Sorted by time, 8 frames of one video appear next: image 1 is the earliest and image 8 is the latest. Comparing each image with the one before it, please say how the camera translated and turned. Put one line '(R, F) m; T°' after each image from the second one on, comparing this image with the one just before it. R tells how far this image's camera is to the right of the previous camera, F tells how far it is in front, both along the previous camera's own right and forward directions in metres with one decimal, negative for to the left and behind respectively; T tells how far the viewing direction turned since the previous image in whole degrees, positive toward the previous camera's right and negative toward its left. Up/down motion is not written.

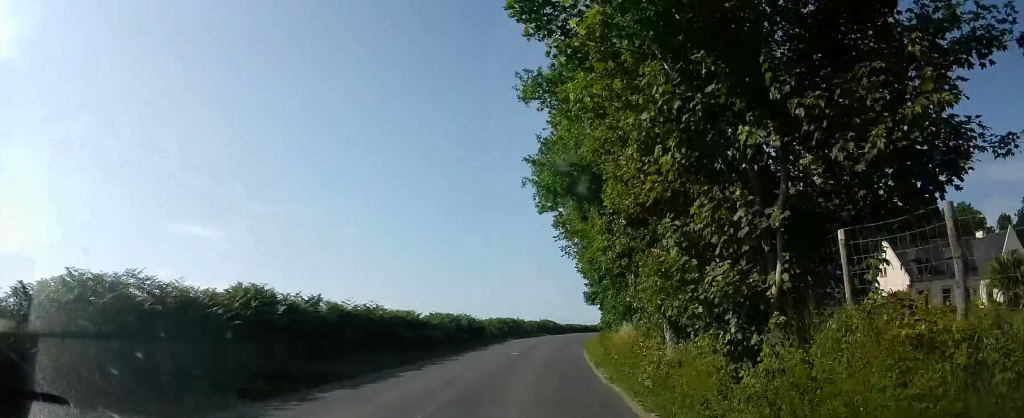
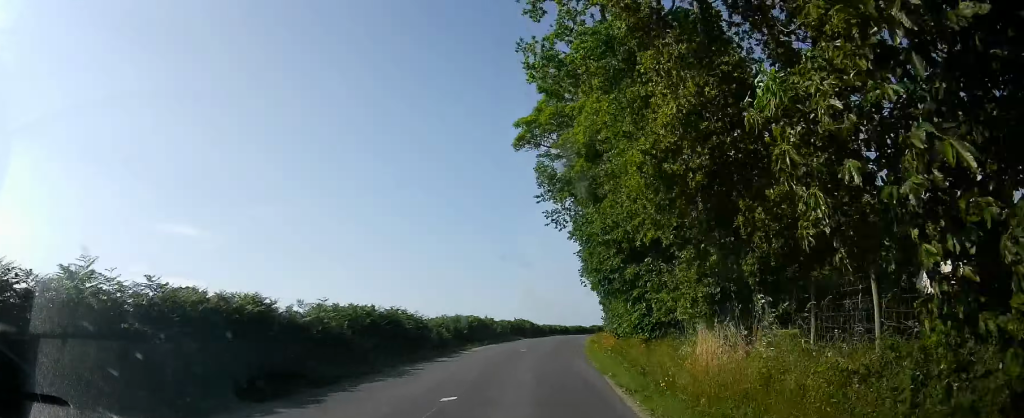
(0.0, +12.7) m; 0°
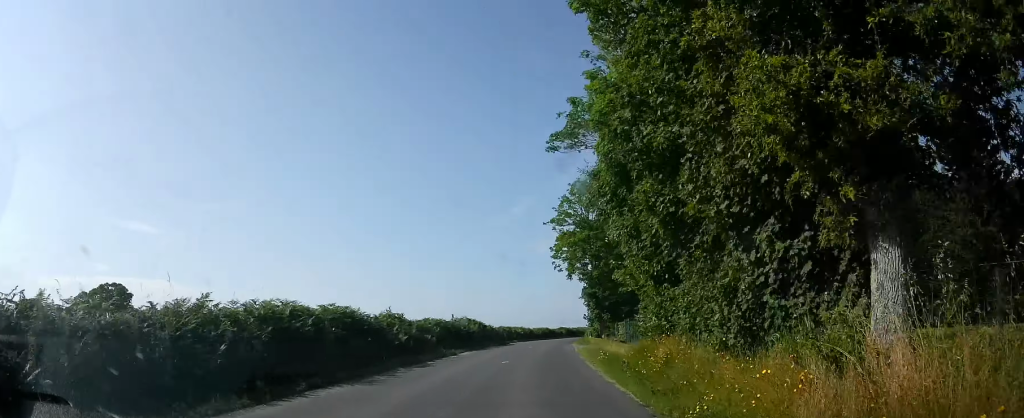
(0.0, +21.4) m; 0°
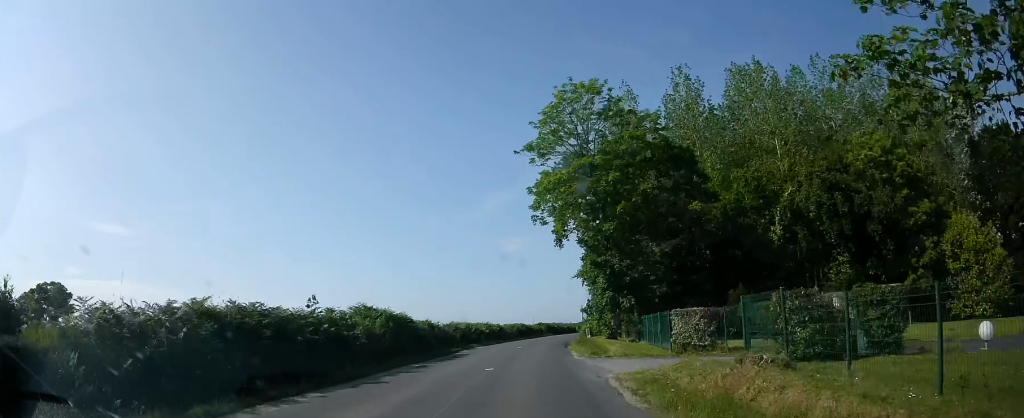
(0.0, +19.5) m; 0°
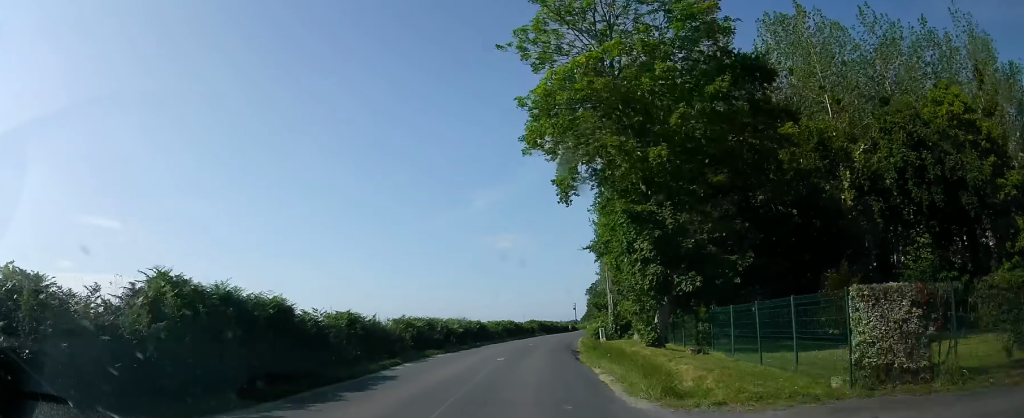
(0.0, +11.5) m; 0°
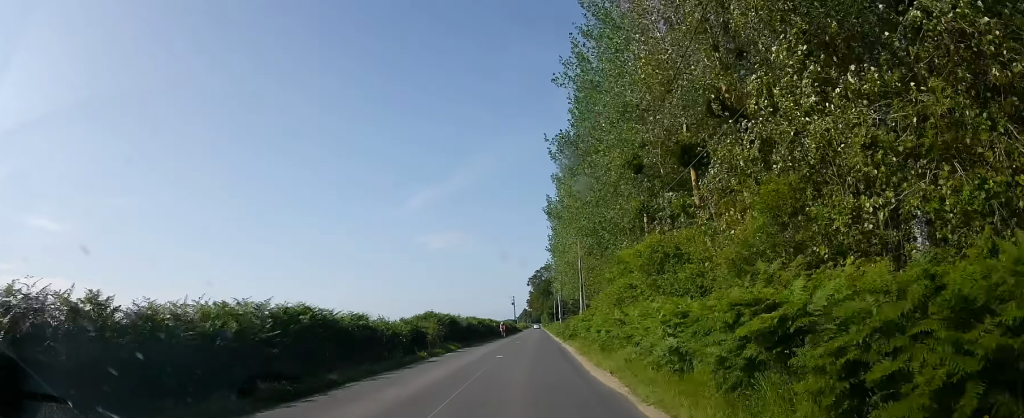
(0.0, +43.4) m; 0°
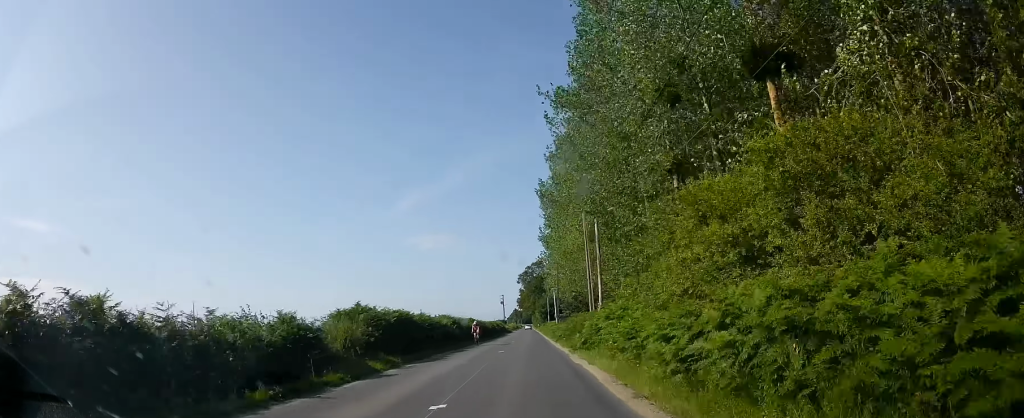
(0.0, +12.1) m; 0°
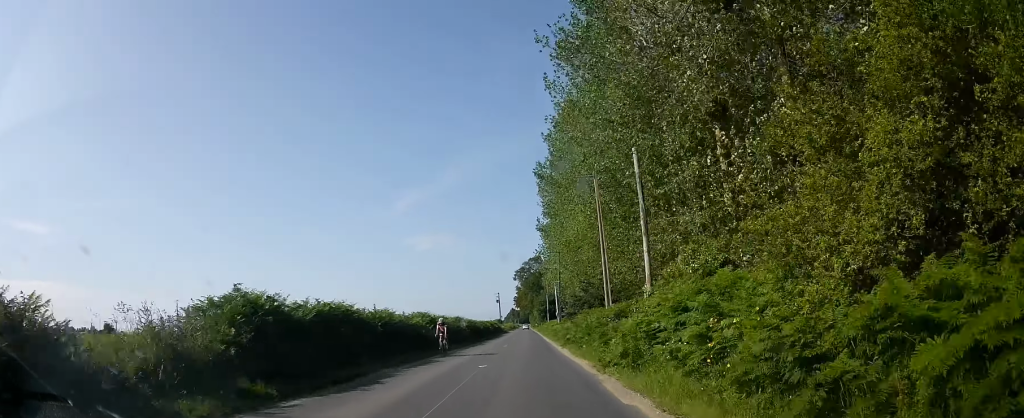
(0.0, +8.7) m; 0°
